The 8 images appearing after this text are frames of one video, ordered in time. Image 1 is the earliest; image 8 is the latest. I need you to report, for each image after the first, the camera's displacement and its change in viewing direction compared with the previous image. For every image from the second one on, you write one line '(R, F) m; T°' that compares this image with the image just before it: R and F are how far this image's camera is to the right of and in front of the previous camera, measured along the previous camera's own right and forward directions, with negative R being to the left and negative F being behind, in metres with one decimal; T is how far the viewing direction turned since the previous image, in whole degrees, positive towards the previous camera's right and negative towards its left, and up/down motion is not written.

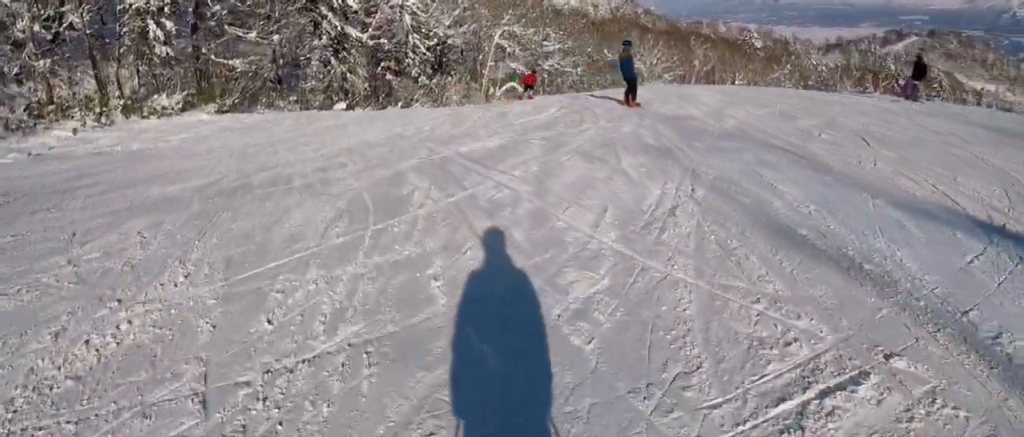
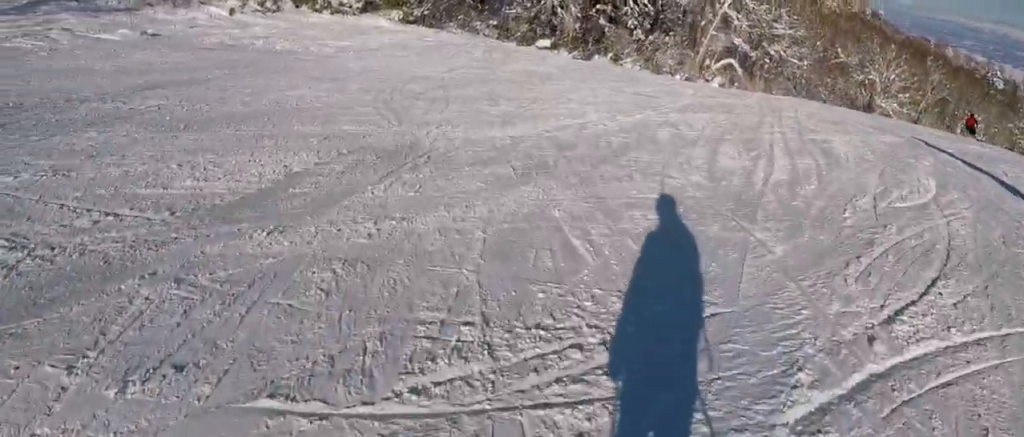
(+0.3, +7.6) m; -12°
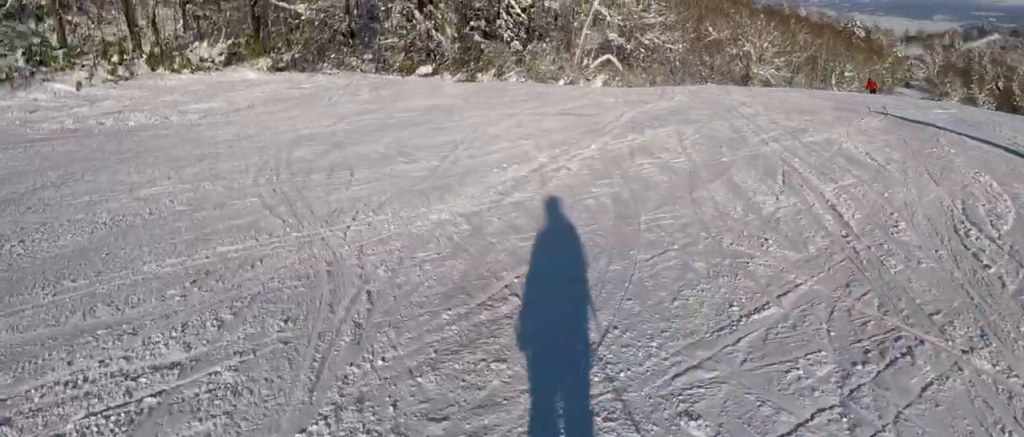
(-0.6, +3.8) m; -4°
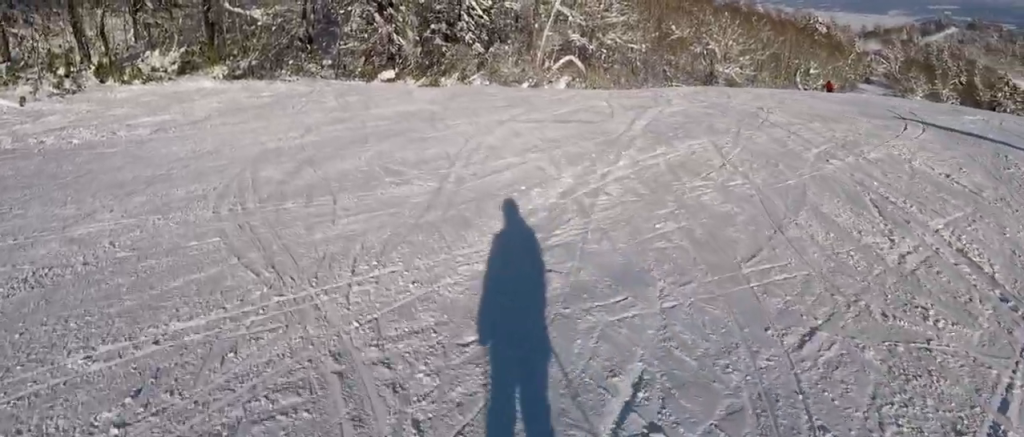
(+0.2, +2.2) m; +5°
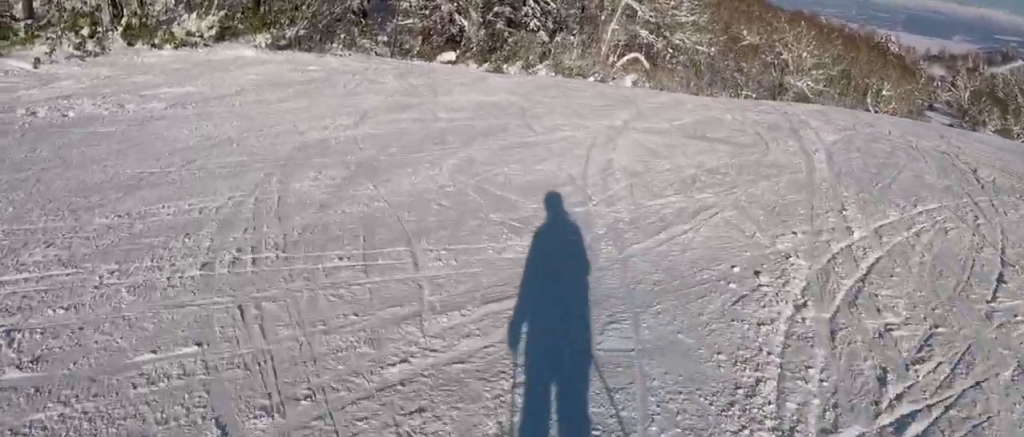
(+0.2, +3.5) m; +3°
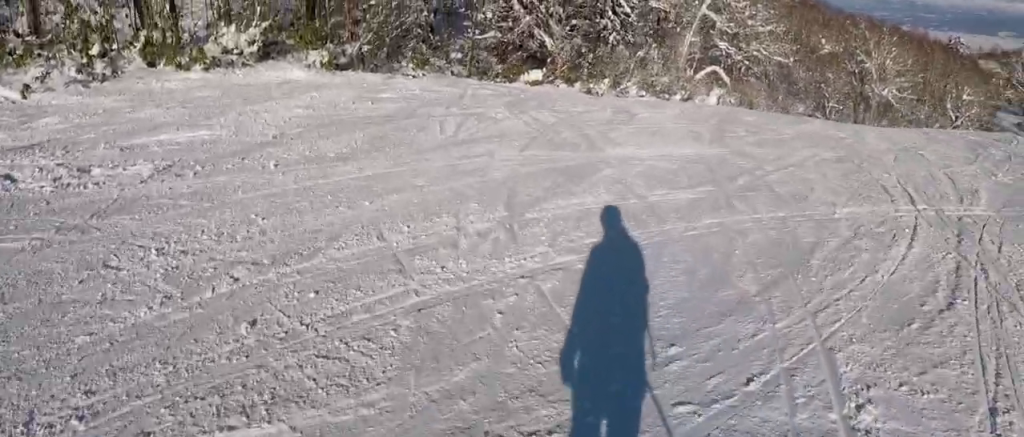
(+0.1, +6.1) m; +1°
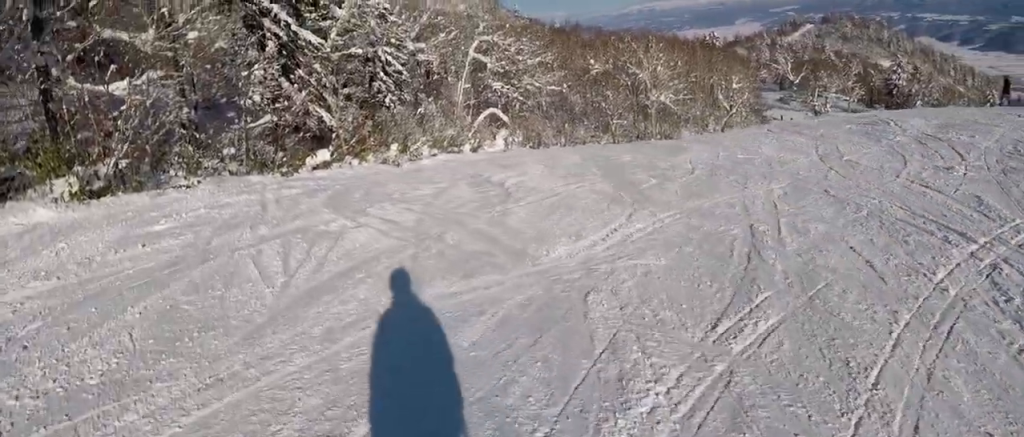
(0.0, +4.0) m; +7°
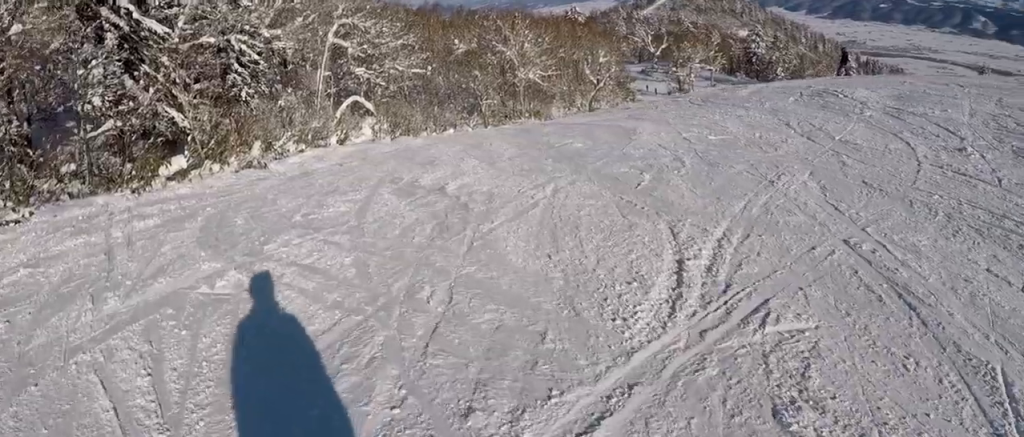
(0.0, +2.8) m; +17°
